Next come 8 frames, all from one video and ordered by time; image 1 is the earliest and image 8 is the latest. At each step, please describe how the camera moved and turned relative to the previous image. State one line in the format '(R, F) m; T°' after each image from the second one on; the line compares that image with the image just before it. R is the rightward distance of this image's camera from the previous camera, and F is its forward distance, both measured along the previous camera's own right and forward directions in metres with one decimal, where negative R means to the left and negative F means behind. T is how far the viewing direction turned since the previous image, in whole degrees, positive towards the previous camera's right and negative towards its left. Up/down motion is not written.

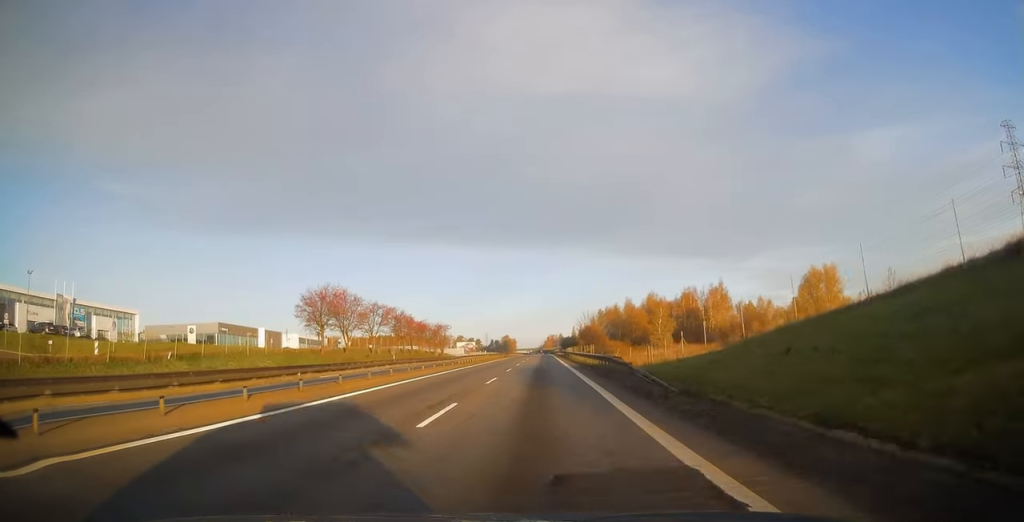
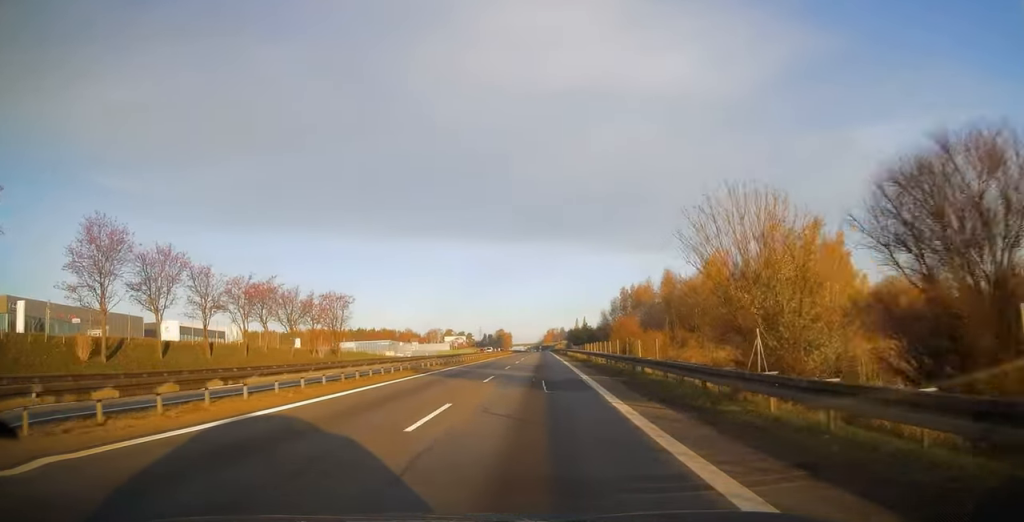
(+0.1, +72.3) m; 0°
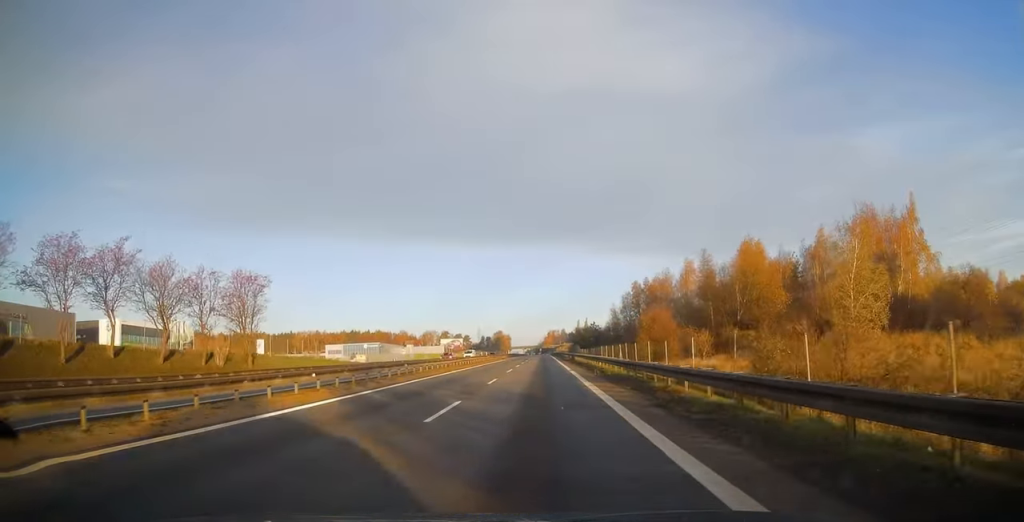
(+0.1, +22.5) m; 0°
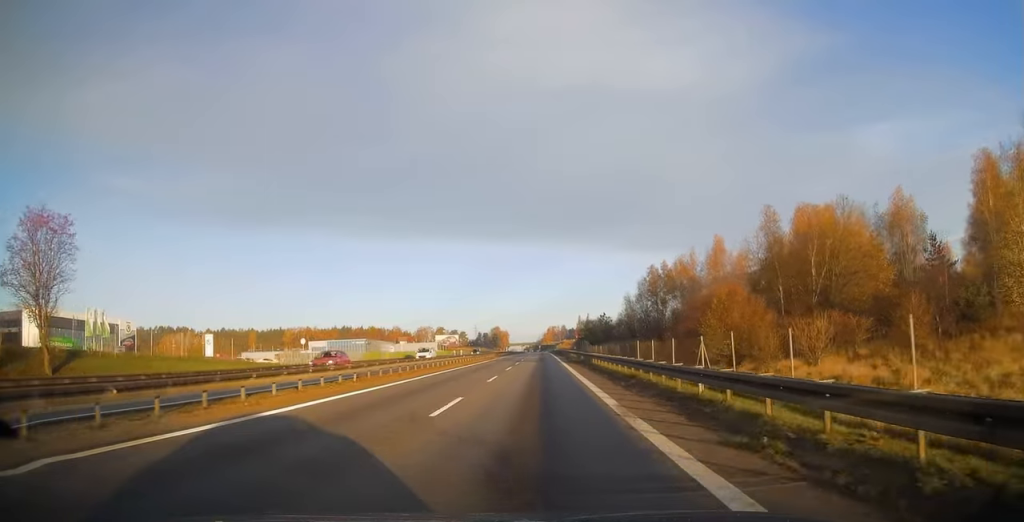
(0.0, +23.5) m; 0°
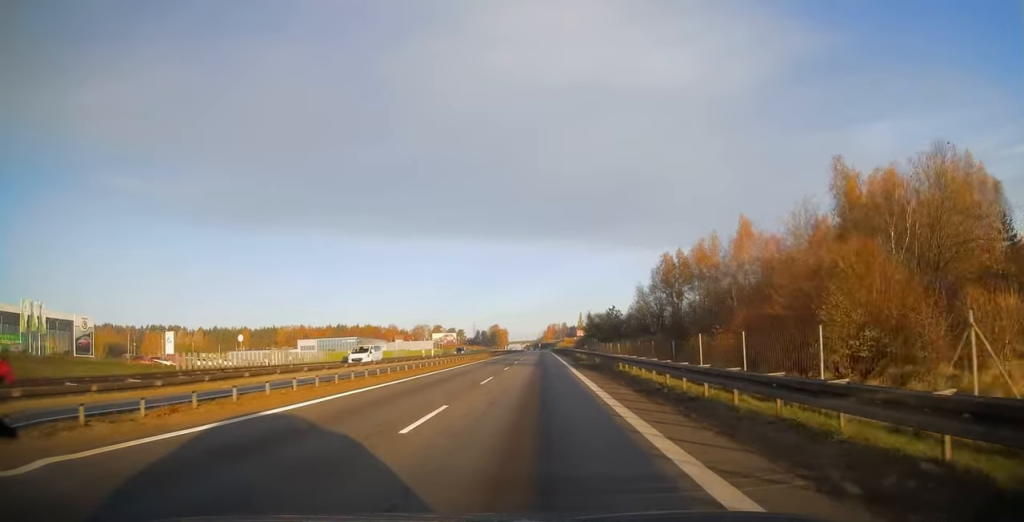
(0.0, +14.4) m; 0°
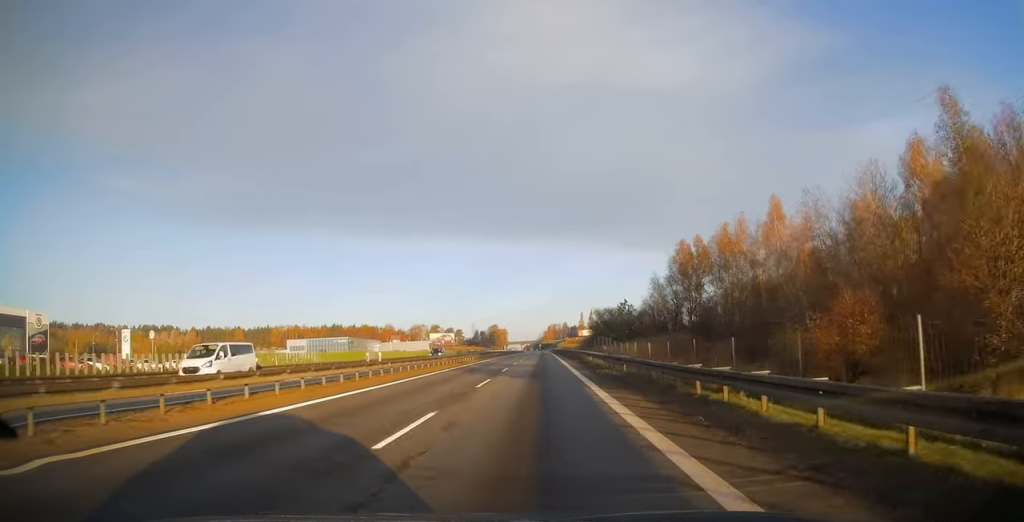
(-0.1, +13.4) m; 0°
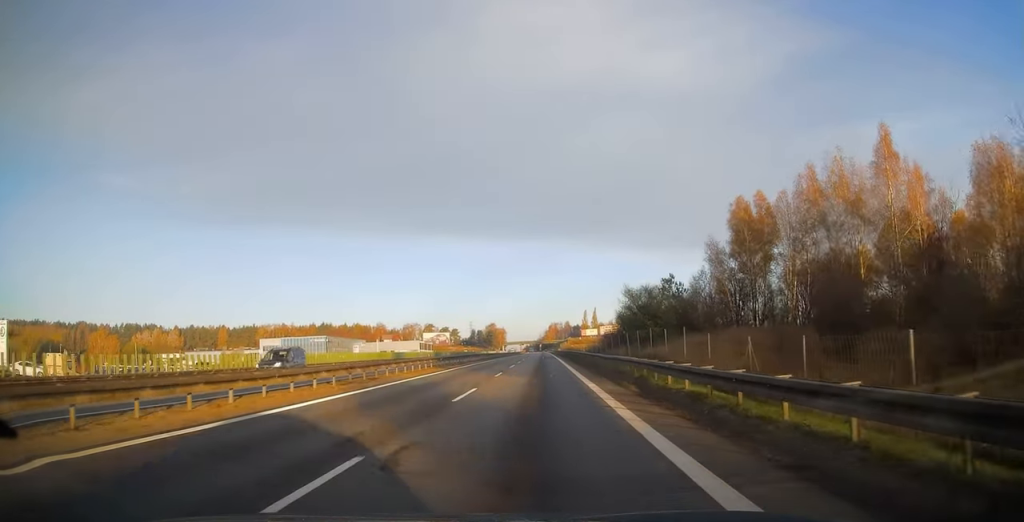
(0.0, +28.9) m; 0°
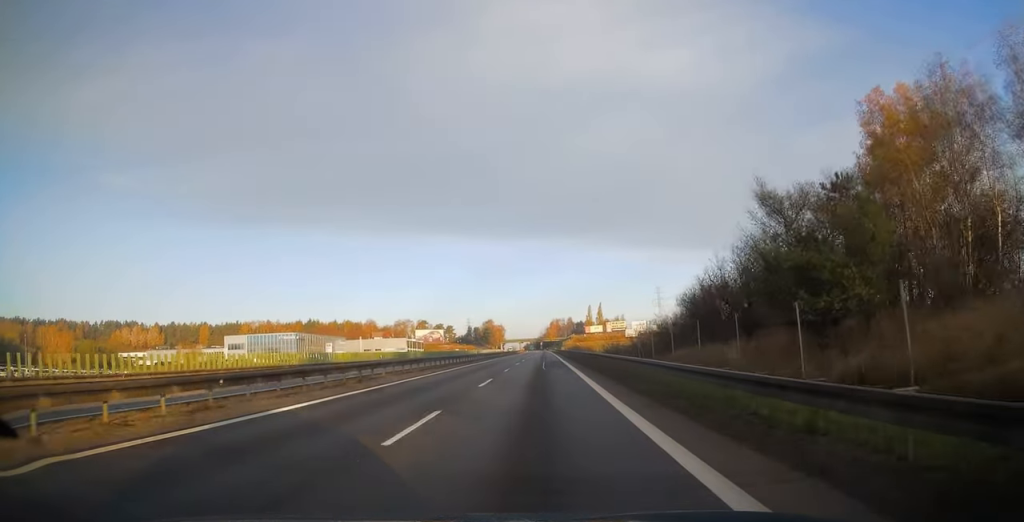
(0.0, +31.1) m; 0°
